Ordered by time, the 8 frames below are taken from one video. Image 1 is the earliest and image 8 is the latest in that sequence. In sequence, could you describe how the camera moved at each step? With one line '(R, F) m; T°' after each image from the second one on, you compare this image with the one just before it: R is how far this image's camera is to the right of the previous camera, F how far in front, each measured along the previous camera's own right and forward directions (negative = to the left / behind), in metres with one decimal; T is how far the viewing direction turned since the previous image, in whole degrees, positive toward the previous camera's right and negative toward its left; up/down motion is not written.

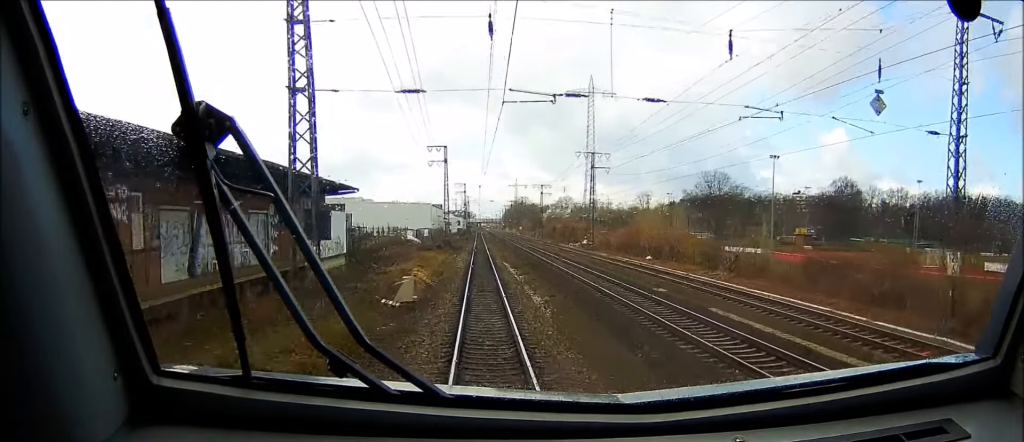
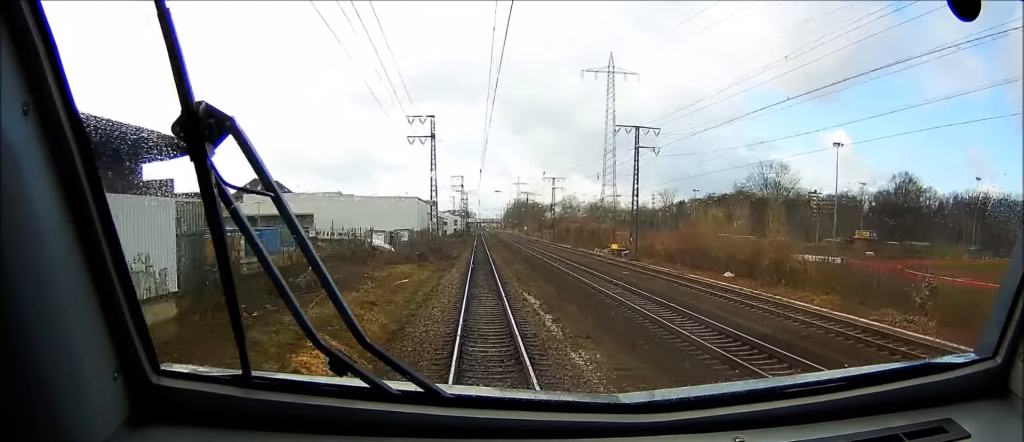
(+0.2, +25.6) m; 0°
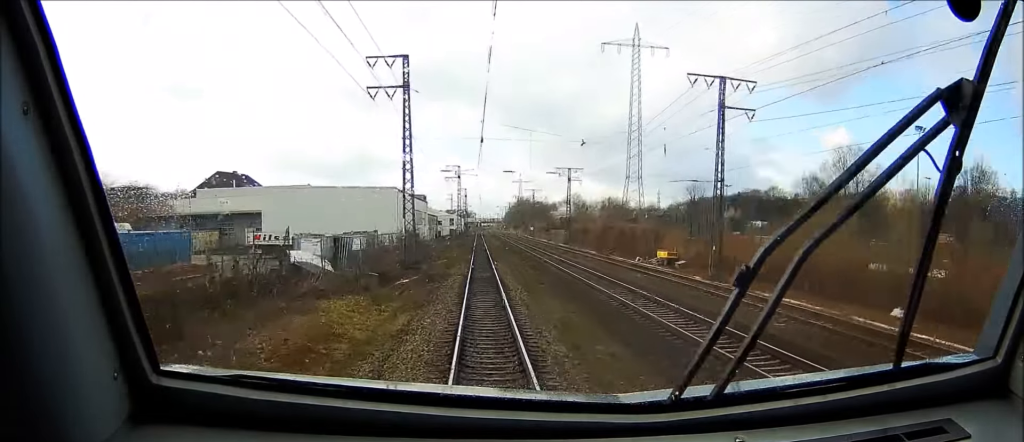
(0.0, +24.6) m; 0°
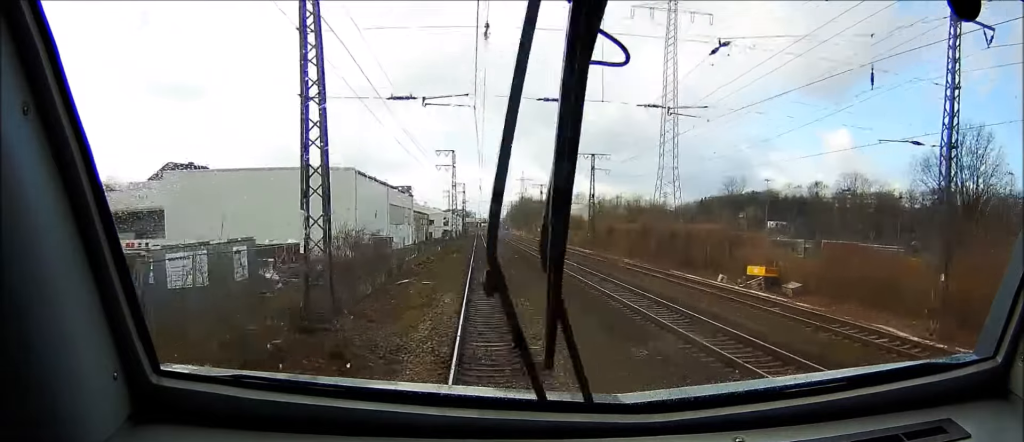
(0.0, +24.2) m; 0°
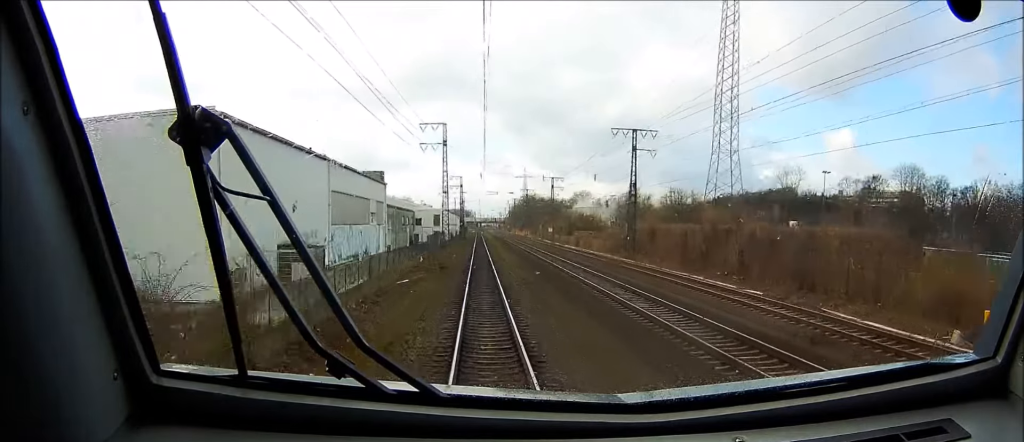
(-0.1, +23.9) m; 0°
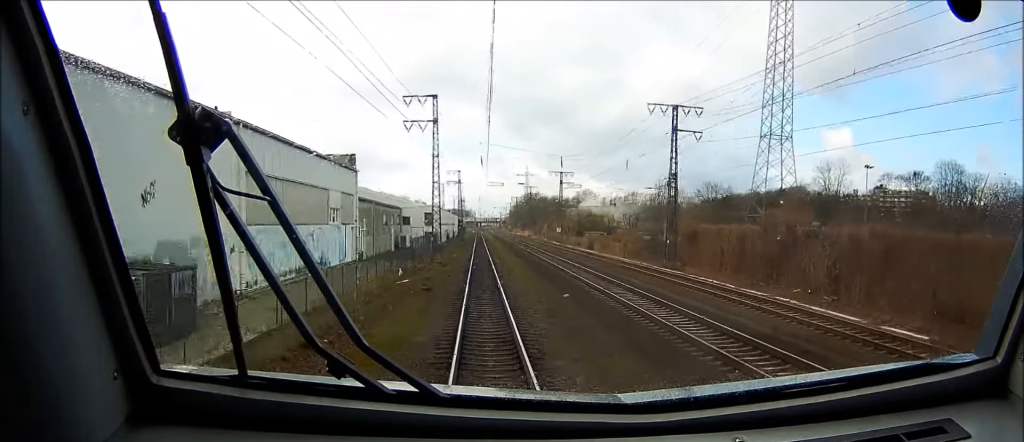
(0.0, +14.6) m; 0°
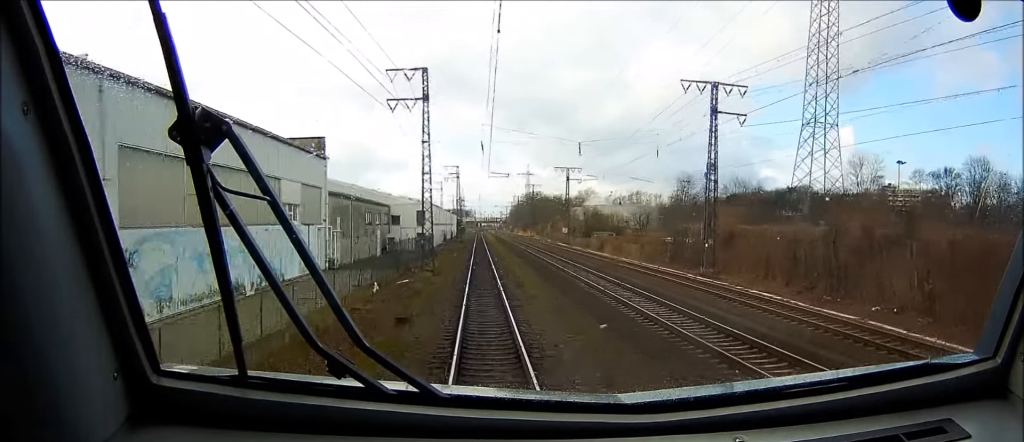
(0.0, +9.0) m; 0°
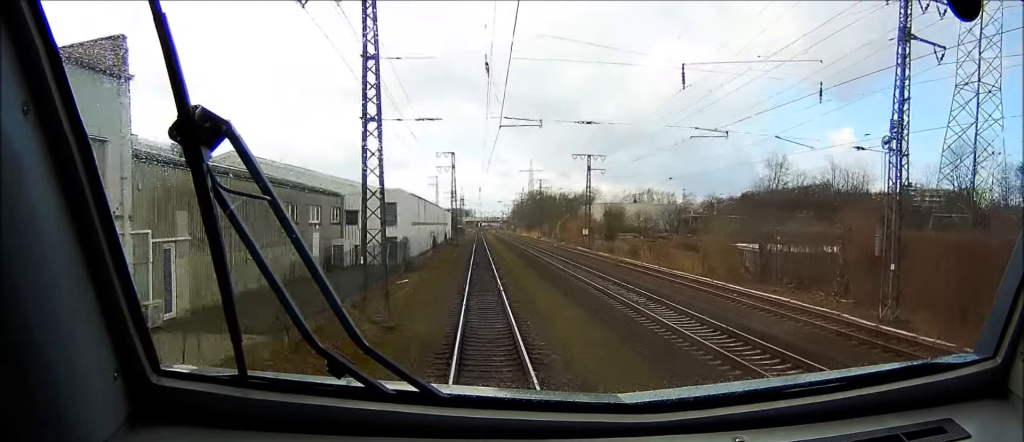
(+0.1, +21.3) m; 0°
